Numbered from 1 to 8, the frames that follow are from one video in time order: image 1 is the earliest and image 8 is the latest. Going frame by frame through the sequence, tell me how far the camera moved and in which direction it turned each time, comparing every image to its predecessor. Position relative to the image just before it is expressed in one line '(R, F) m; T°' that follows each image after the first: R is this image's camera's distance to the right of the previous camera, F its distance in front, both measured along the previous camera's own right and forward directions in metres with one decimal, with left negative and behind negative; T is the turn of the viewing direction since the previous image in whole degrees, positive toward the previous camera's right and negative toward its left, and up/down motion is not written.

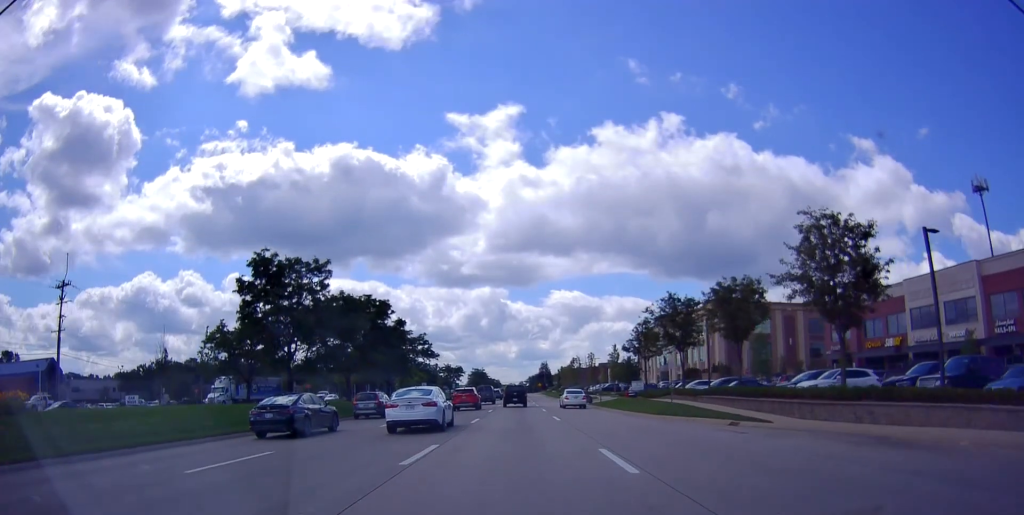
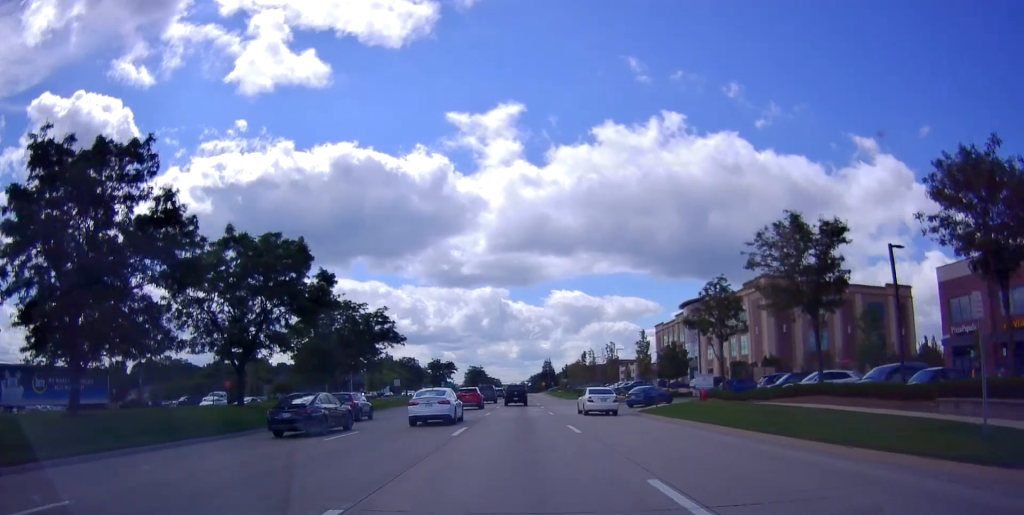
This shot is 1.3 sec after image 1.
(0.0, +20.1) m; 0°
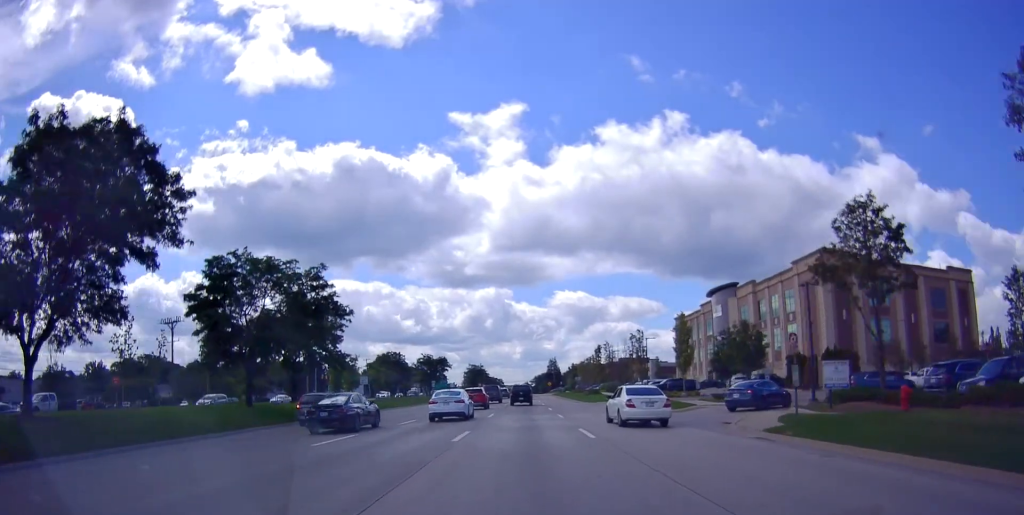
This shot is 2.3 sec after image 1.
(0.0, +15.8) m; 0°
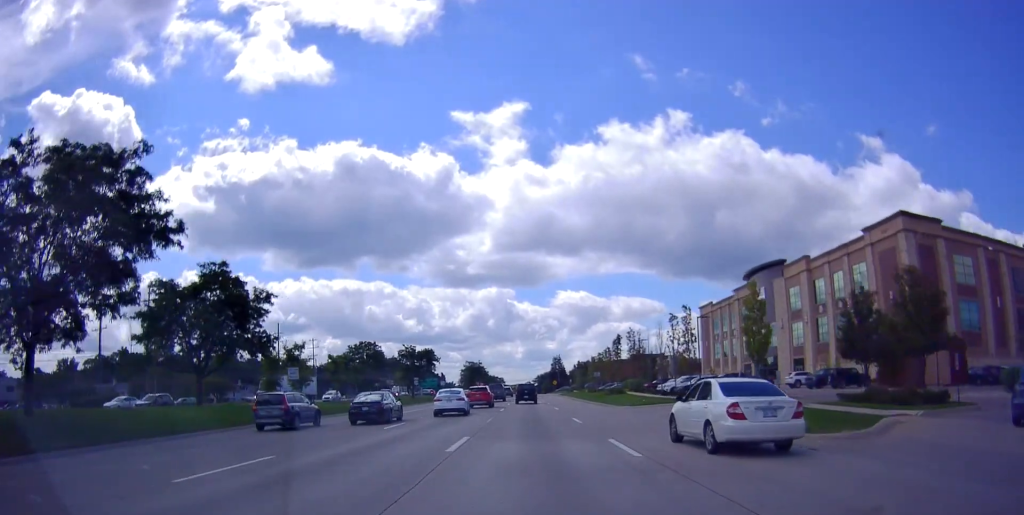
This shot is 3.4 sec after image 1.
(0.0, +16.9) m; -2°
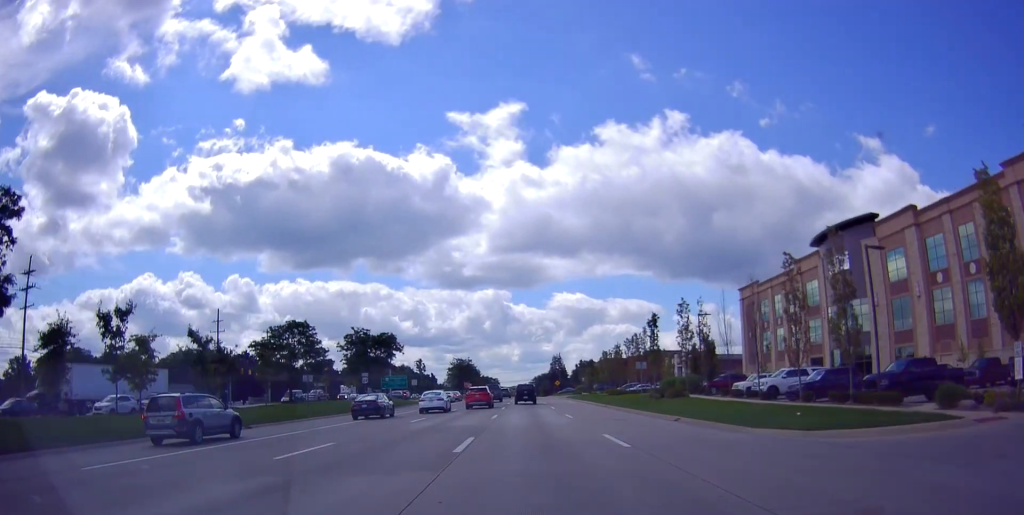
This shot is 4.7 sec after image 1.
(-0.9, +23.5) m; -1°
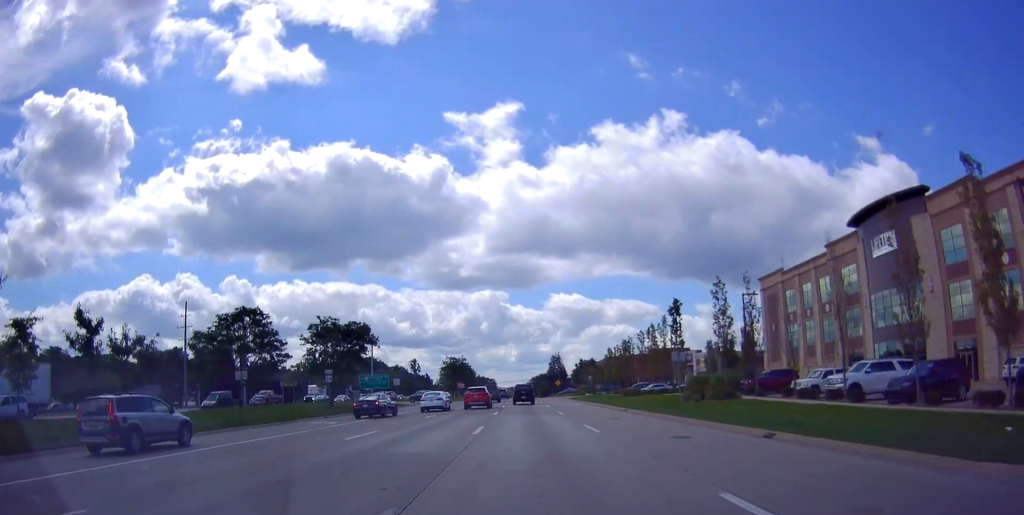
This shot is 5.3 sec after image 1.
(+0.4, +9.8) m; 0°
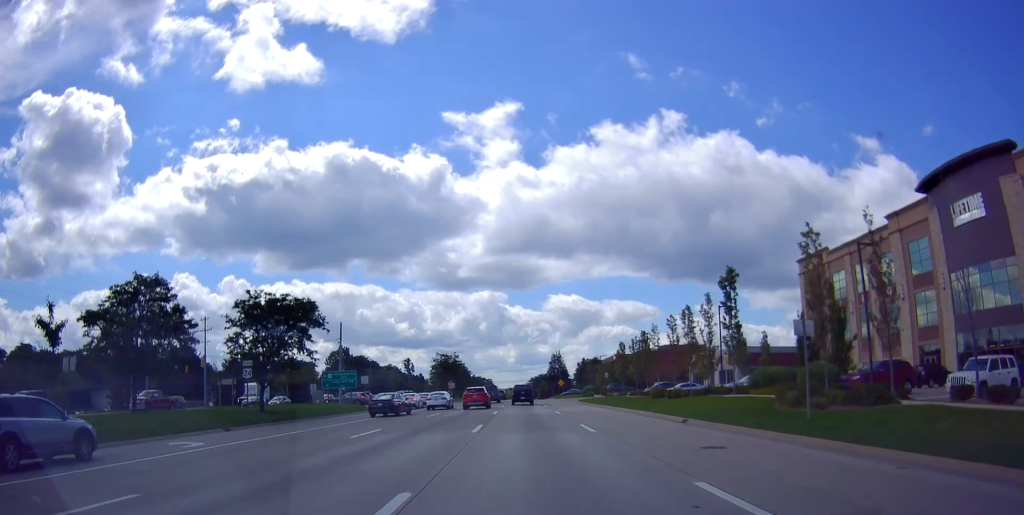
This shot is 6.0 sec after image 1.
(+0.2, +13.6) m; 0°
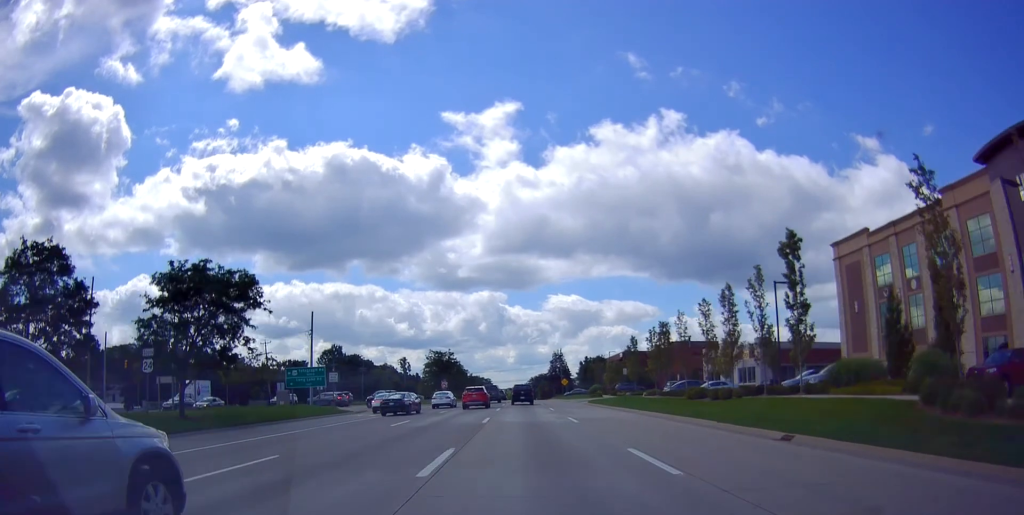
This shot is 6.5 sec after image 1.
(-0.4, +9.4) m; 0°
